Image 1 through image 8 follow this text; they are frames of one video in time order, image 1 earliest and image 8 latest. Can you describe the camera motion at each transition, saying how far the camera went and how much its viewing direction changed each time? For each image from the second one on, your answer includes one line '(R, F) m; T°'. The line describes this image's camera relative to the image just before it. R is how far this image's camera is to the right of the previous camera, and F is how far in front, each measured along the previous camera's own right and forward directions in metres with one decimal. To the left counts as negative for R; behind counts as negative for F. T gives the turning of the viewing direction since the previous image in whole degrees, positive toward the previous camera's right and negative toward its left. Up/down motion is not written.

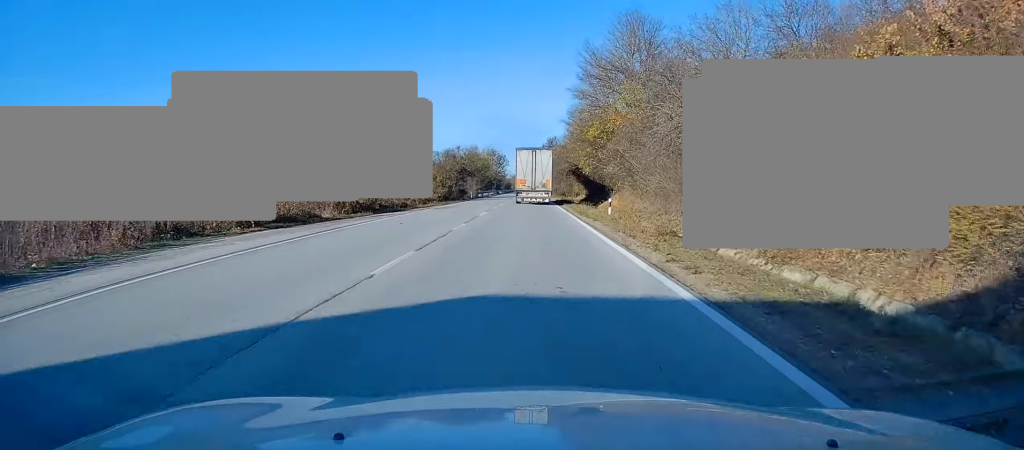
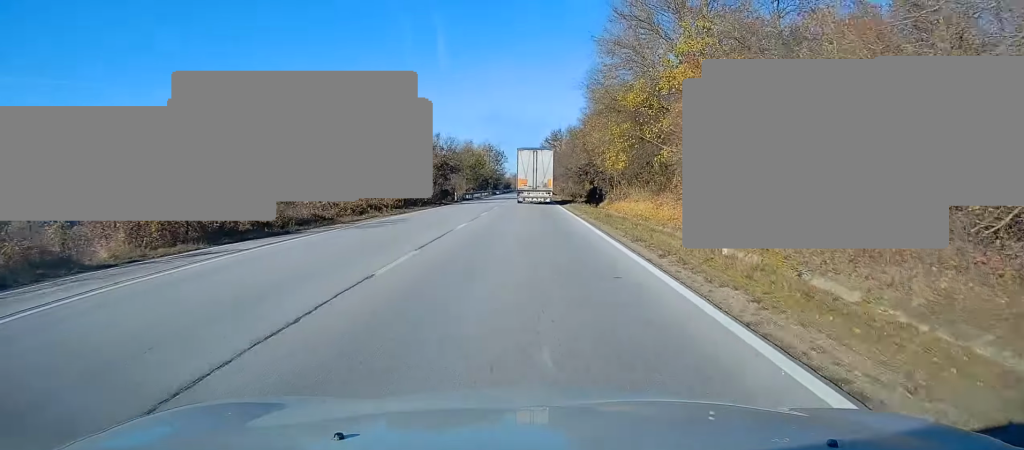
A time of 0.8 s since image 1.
(-0.2, +18.2) m; 0°
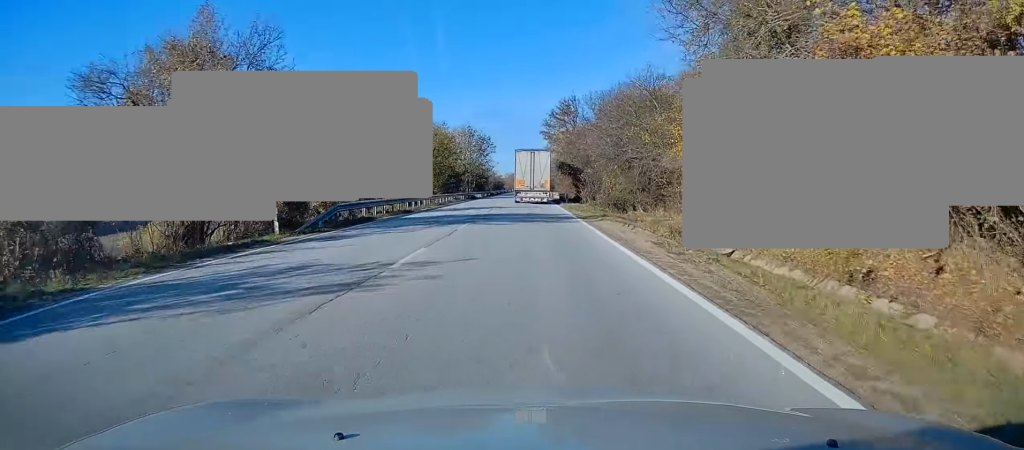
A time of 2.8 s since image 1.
(+0.5, +44.2) m; +1°
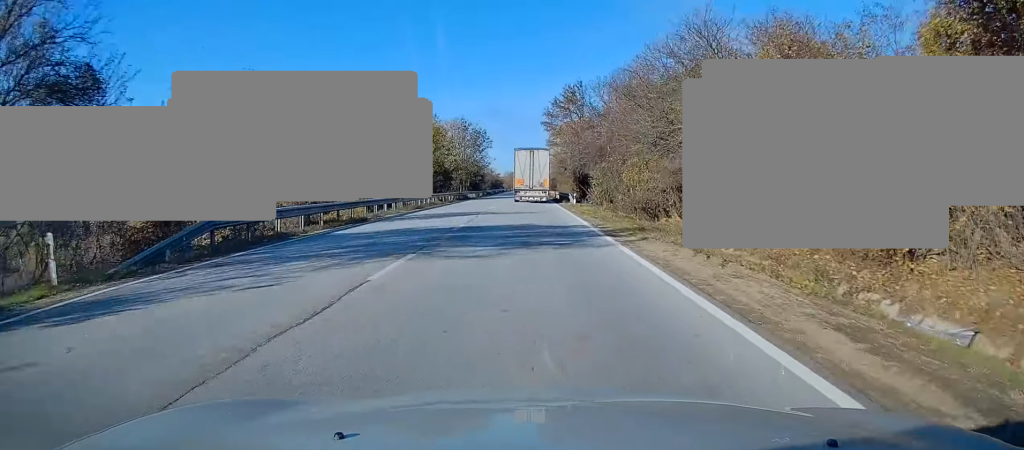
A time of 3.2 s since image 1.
(0.0, +9.6) m; 0°
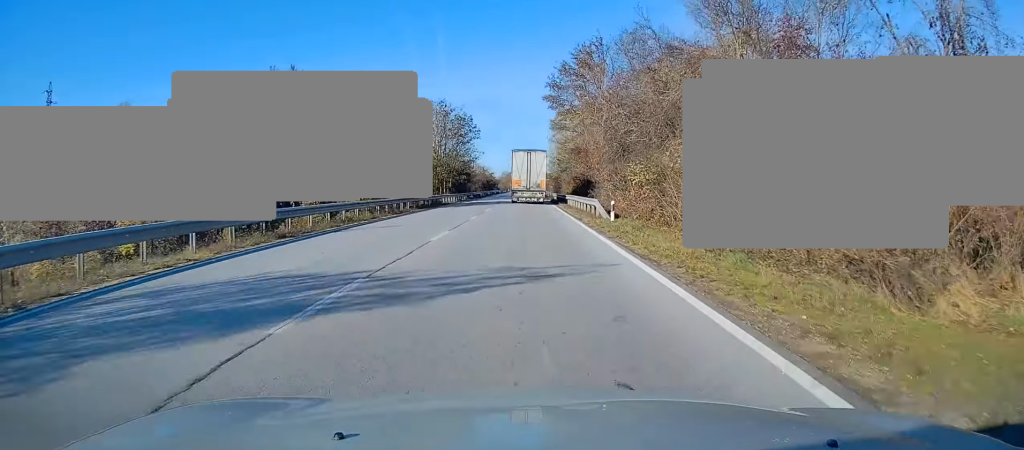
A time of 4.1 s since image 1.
(0.0, +20.7) m; 0°
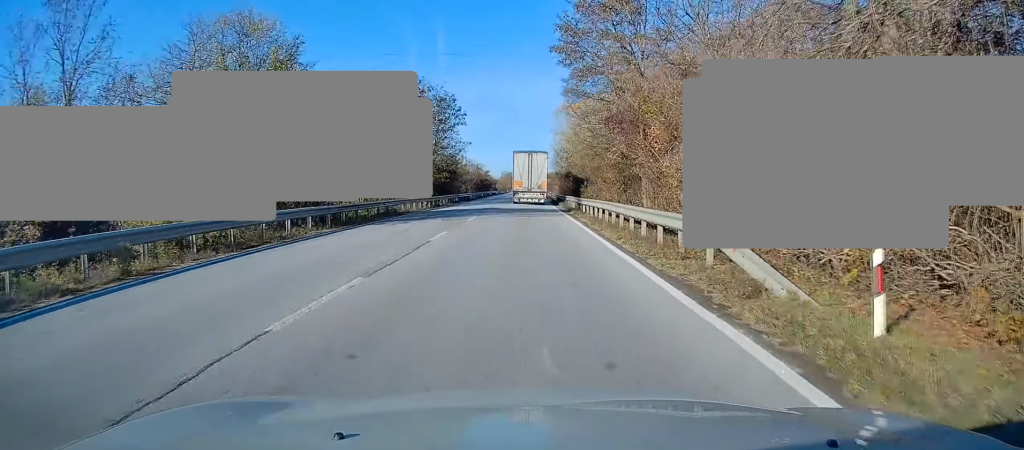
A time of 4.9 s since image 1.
(0.0, +17.8) m; 0°
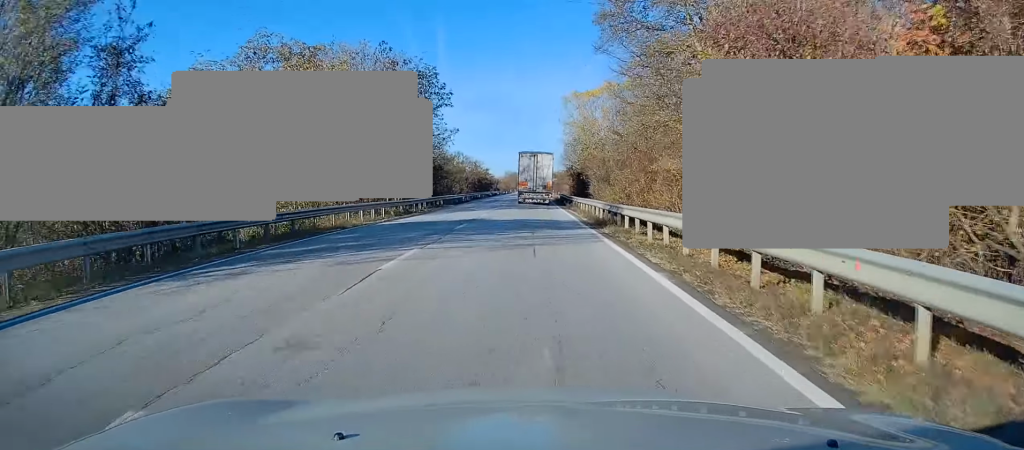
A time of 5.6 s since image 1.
(0.0, +14.1) m; 0°
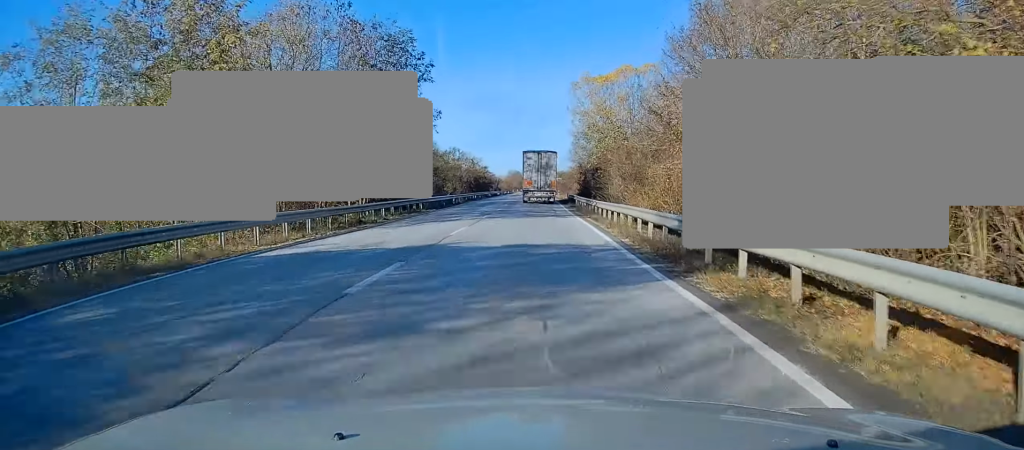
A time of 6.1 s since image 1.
(+0.1, +11.1) m; -1°
